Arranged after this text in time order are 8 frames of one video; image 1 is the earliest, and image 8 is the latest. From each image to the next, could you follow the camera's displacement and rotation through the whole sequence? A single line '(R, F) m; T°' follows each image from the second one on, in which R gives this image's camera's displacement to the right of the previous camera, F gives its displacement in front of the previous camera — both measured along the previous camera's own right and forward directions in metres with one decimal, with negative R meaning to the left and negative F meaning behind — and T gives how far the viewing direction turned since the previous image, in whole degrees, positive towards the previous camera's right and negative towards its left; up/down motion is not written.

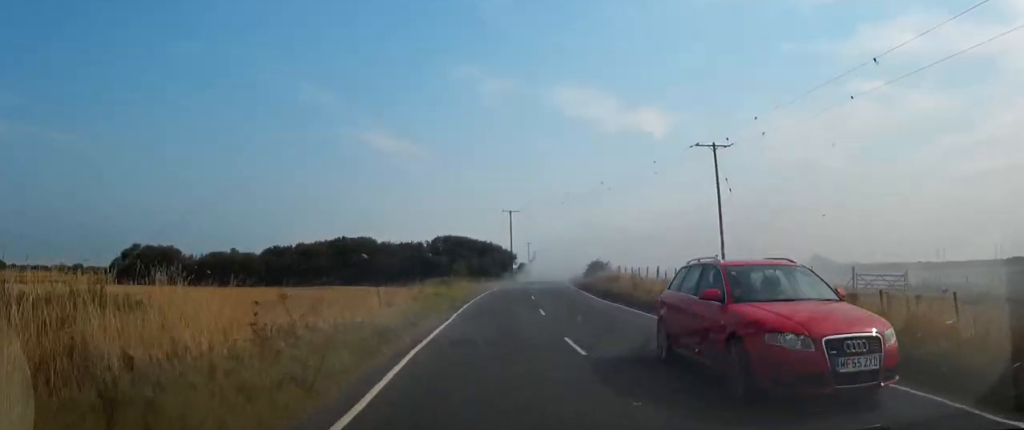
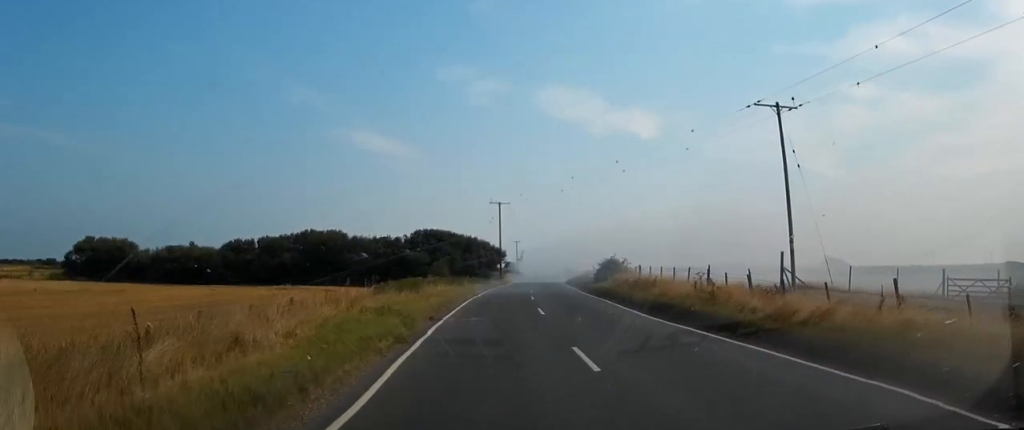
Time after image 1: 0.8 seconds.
(-0.1, +9.8) m; +1°
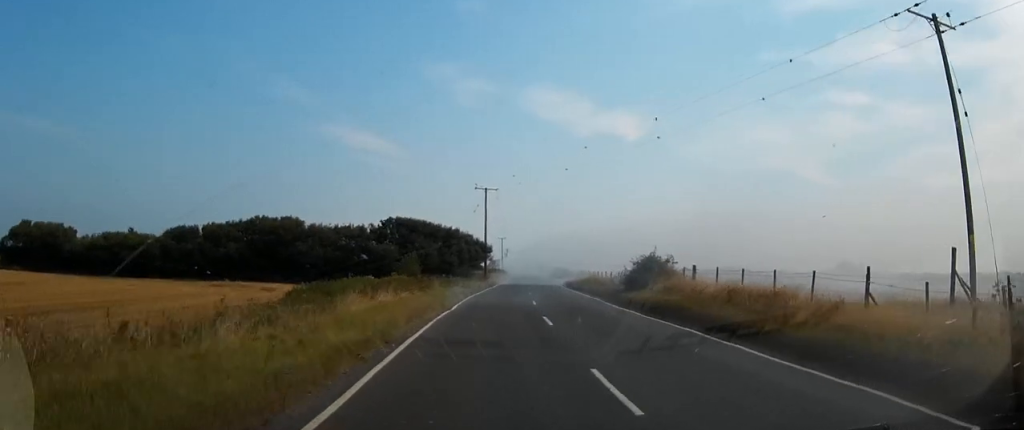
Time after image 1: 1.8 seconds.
(+0.2, +12.0) m; +1°
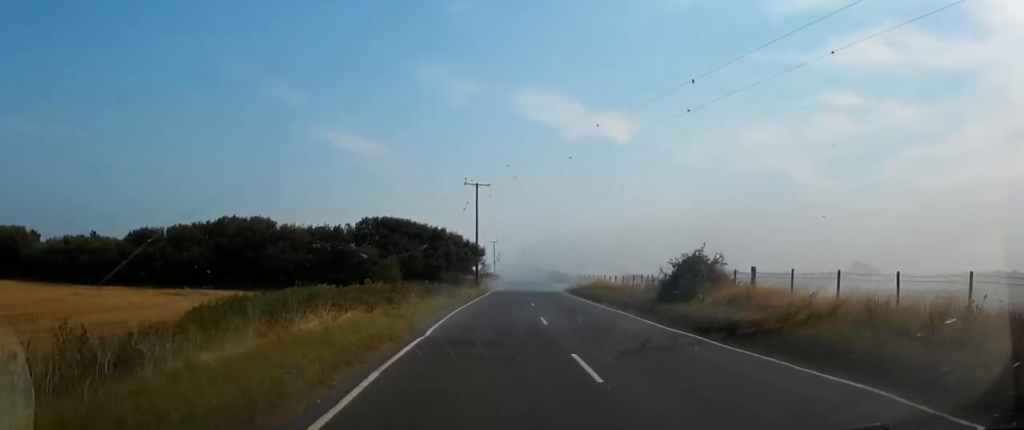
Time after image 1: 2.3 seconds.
(0.0, +6.5) m; 0°
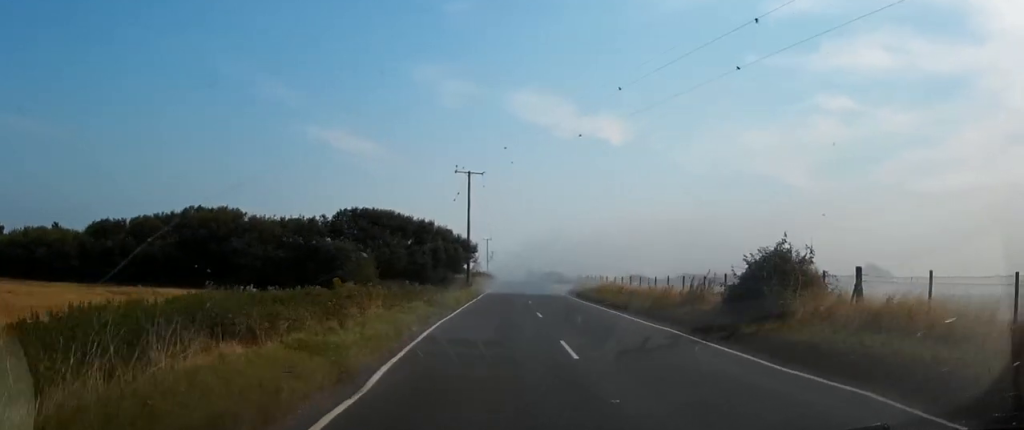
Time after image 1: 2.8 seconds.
(0.0, +6.1) m; +1°
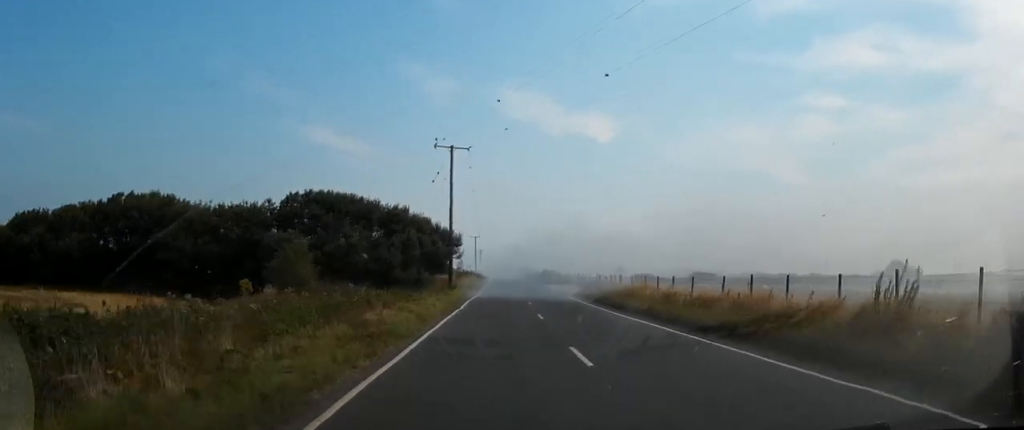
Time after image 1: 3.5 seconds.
(+0.1, +9.8) m; +2°
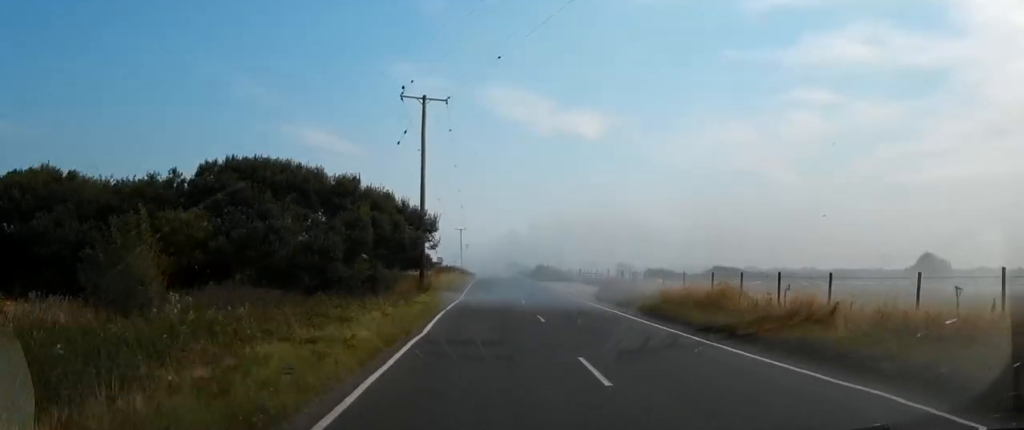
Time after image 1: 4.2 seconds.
(+0.3, +10.4) m; +1°
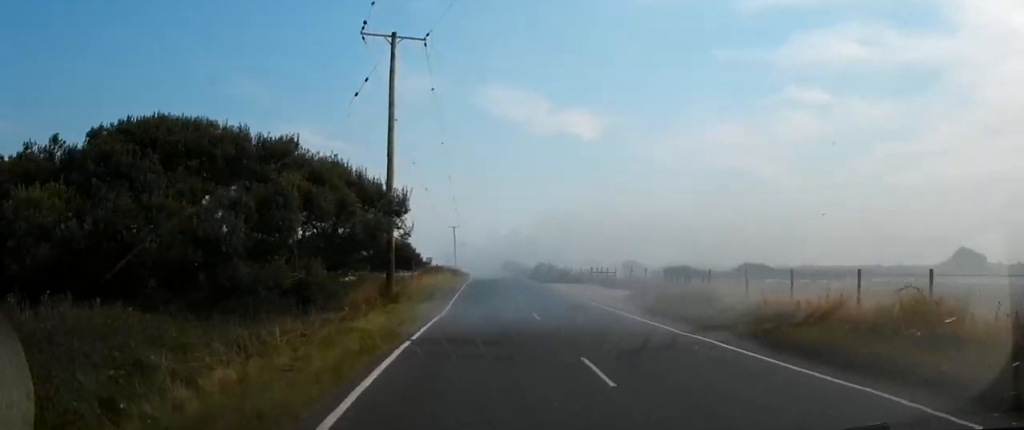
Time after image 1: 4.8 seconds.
(+0.1, +8.3) m; 0°
